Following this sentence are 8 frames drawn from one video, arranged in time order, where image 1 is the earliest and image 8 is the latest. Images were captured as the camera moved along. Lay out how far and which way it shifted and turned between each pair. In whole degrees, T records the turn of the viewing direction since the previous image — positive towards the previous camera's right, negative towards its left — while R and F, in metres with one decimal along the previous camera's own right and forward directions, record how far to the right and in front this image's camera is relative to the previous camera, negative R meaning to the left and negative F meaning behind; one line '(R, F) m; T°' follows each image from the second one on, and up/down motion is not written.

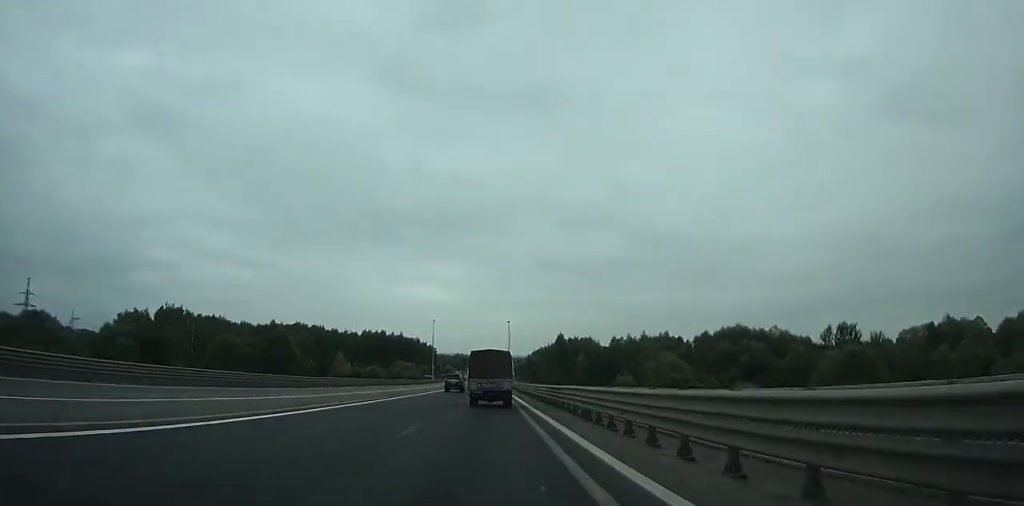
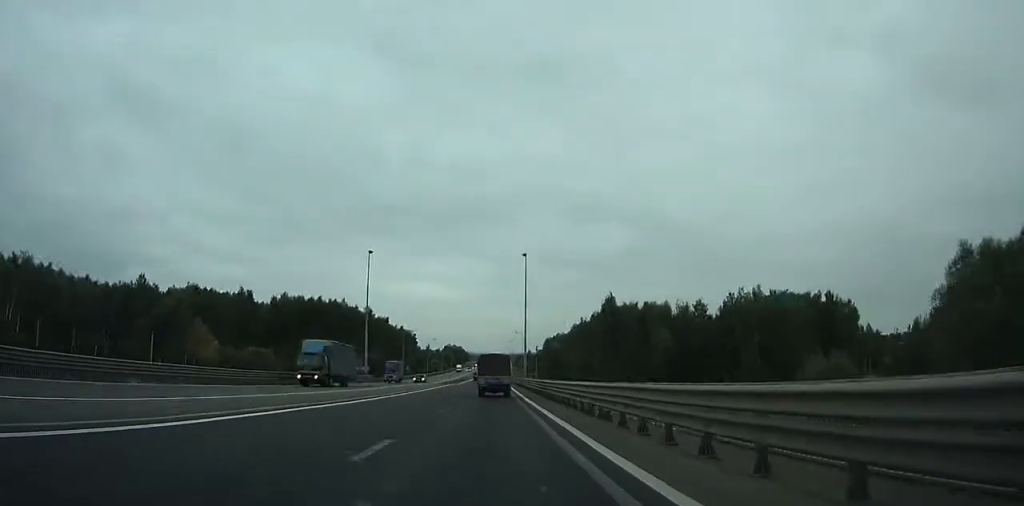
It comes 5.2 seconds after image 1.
(+0.5, +100.5) m; 0°
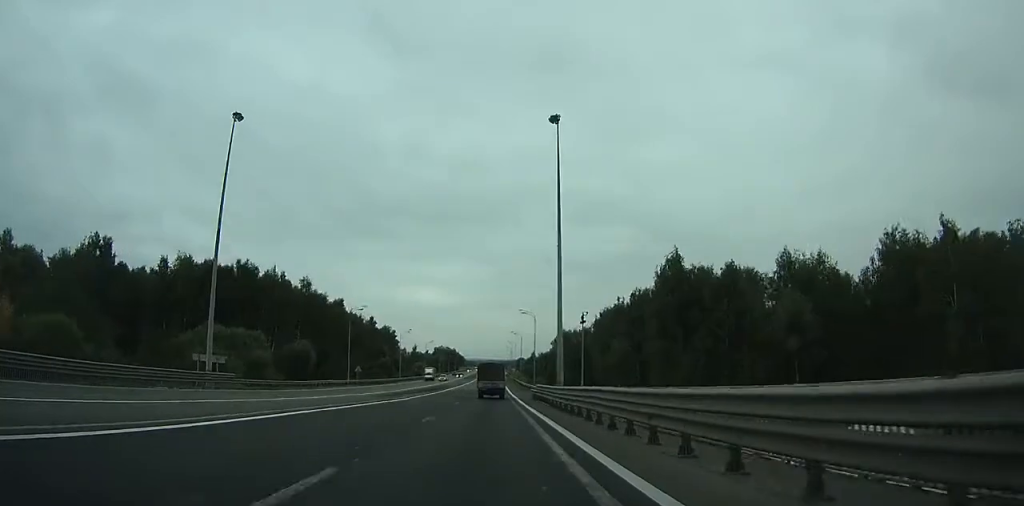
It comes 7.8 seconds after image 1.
(0.0, +51.6) m; 0°
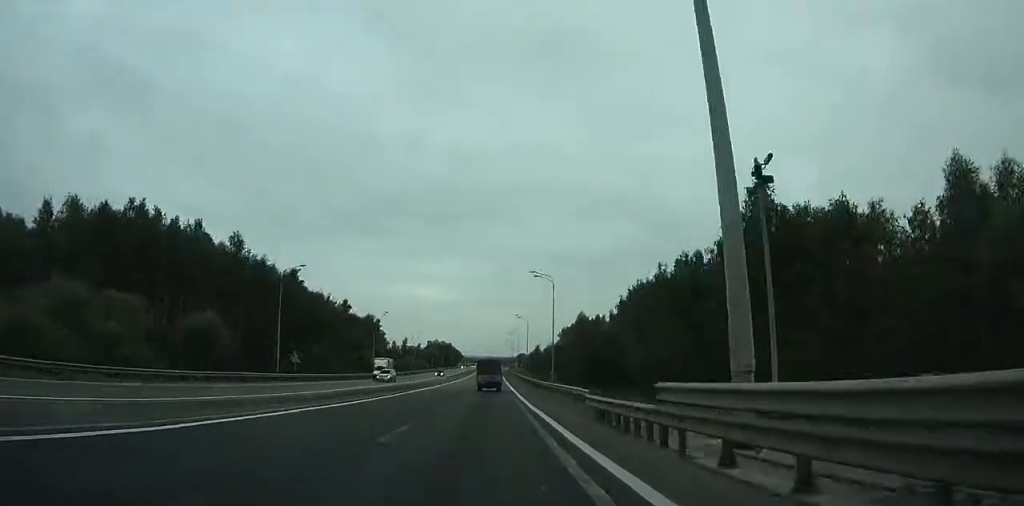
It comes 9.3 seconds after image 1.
(0.0, +29.9) m; 0°
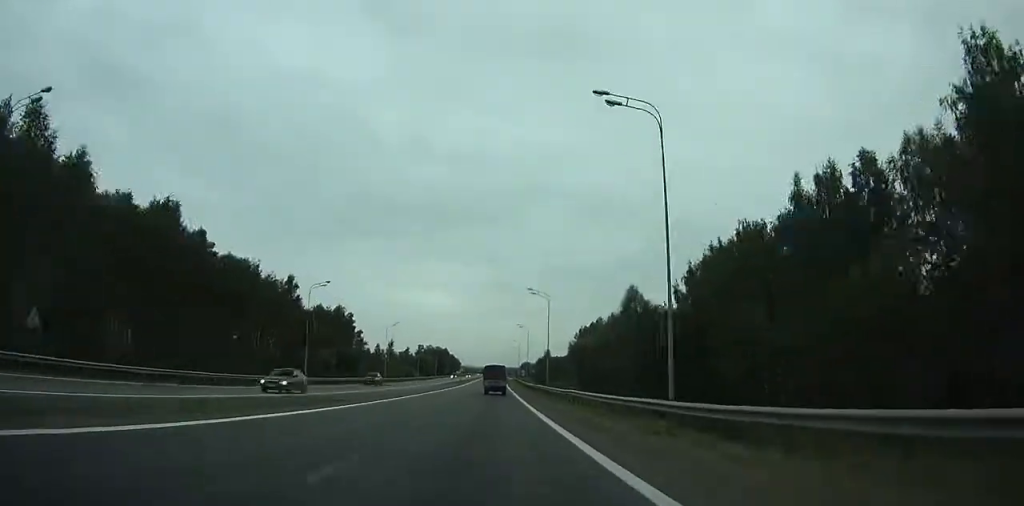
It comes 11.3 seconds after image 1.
(+0.1, +40.2) m; 0°
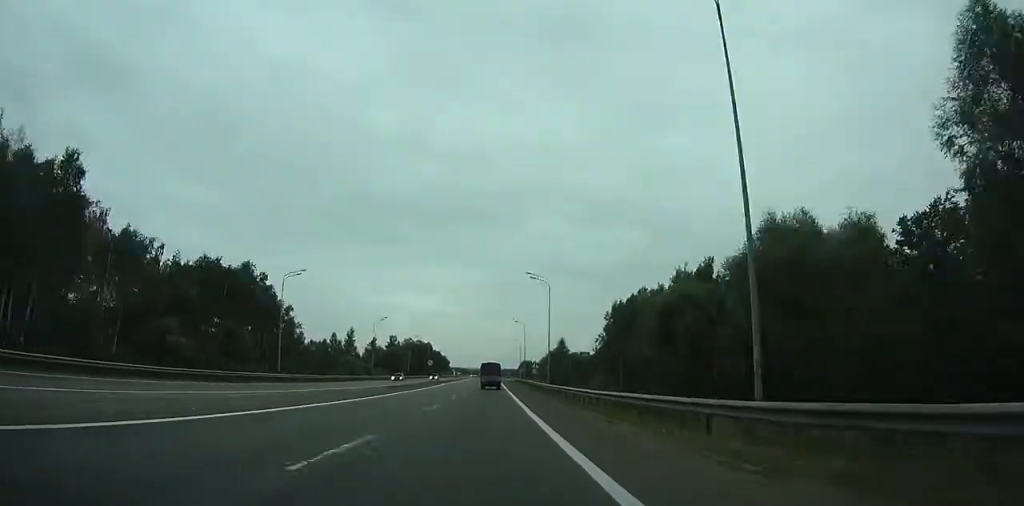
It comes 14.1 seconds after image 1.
(+0.1, +56.2) m; 0°
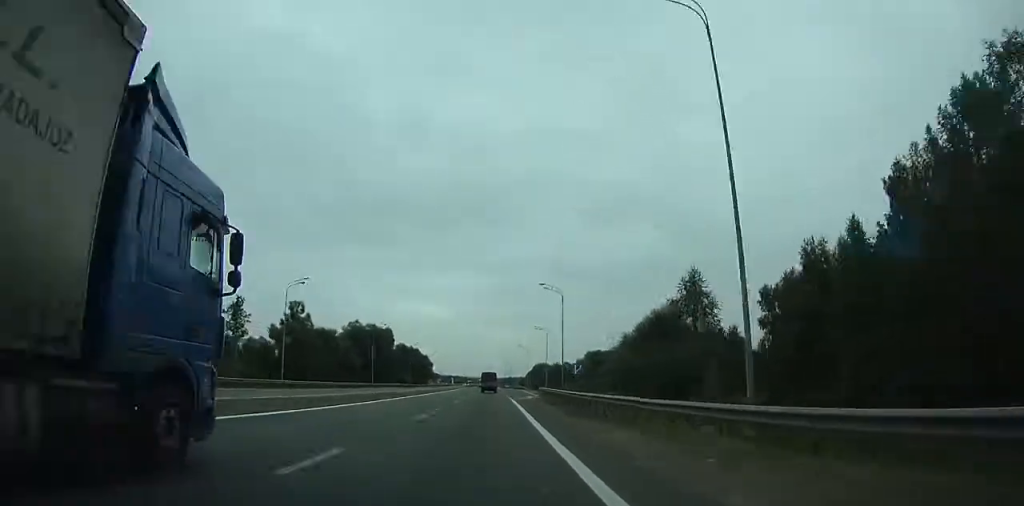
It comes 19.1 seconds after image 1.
(-0.2, +99.4) m; 0°
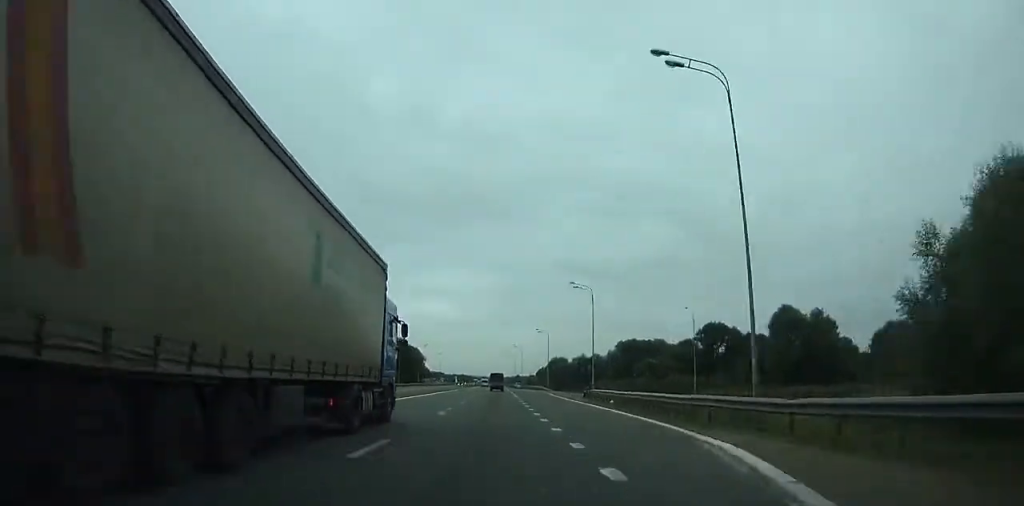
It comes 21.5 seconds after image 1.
(0.0, +47.4) m; 0°
